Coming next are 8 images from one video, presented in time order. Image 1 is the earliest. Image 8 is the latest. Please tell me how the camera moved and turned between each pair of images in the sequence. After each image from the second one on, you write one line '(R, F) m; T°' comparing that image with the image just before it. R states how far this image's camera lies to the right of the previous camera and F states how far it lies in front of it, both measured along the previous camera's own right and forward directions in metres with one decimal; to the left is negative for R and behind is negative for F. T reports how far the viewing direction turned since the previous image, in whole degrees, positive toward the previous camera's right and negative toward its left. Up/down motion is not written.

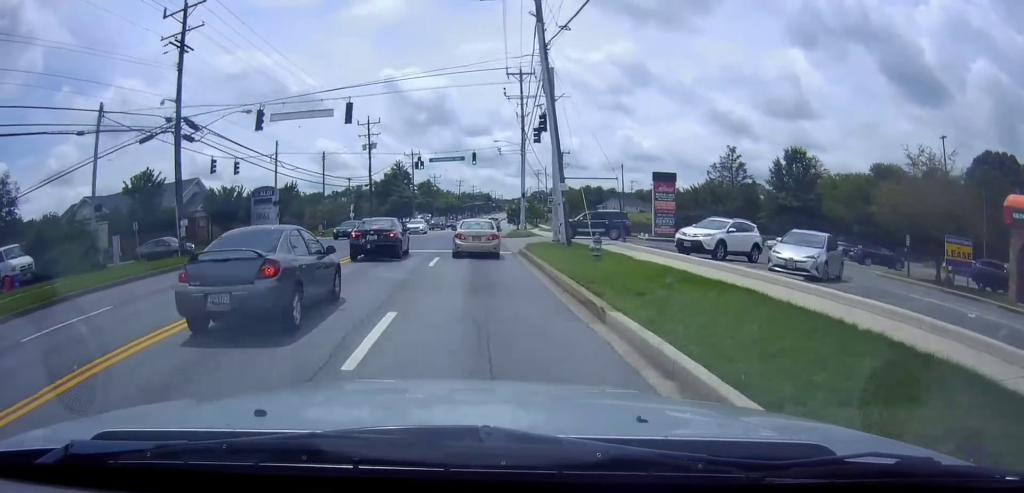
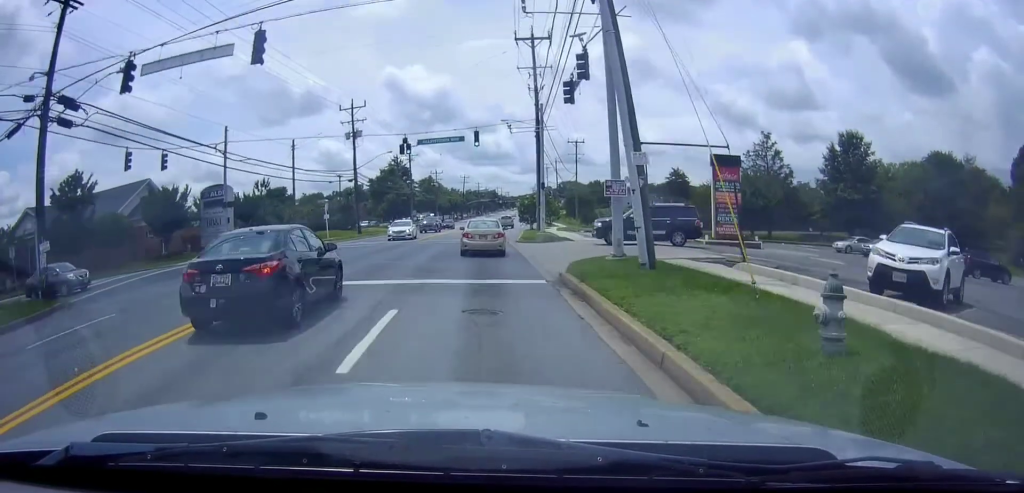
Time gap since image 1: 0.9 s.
(-0.1, +12.5) m; 0°
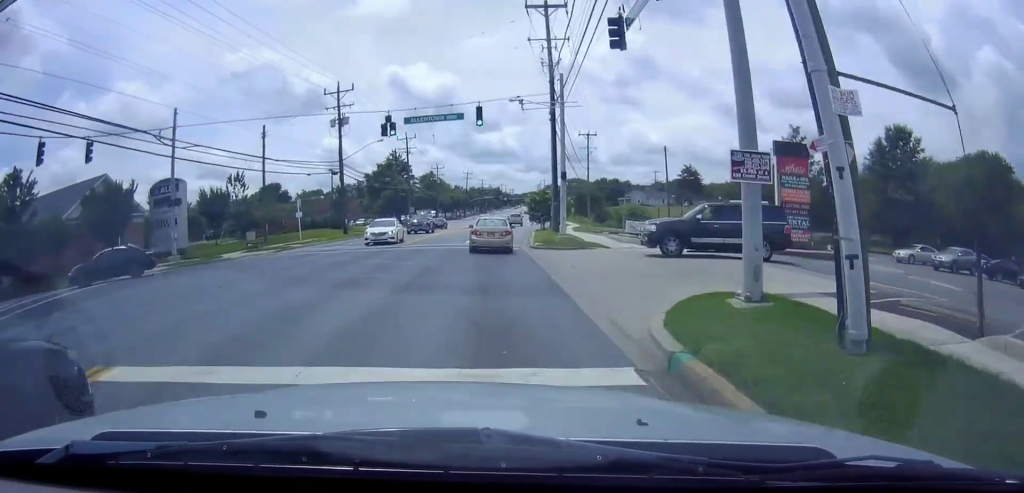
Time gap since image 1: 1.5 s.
(0.0, +8.6) m; 0°
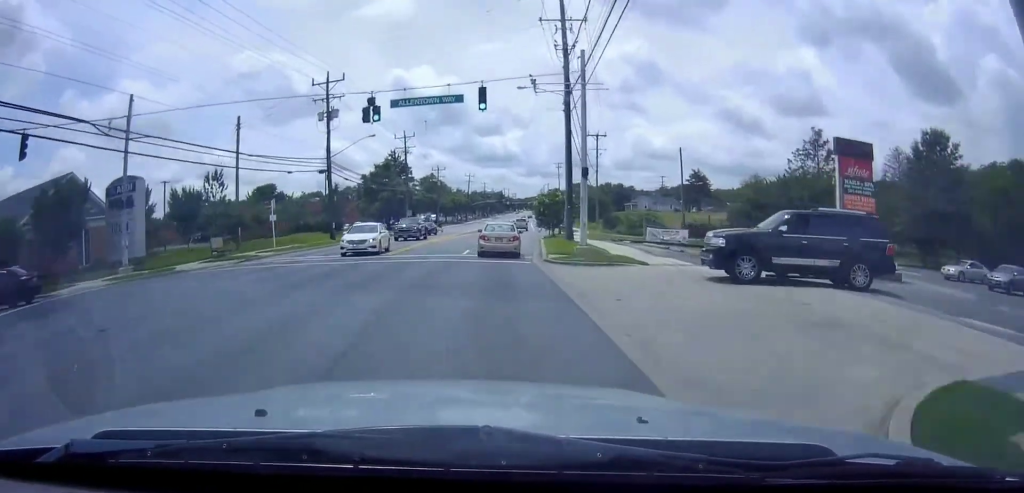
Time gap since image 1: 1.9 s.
(0.0, +5.8) m; 0°
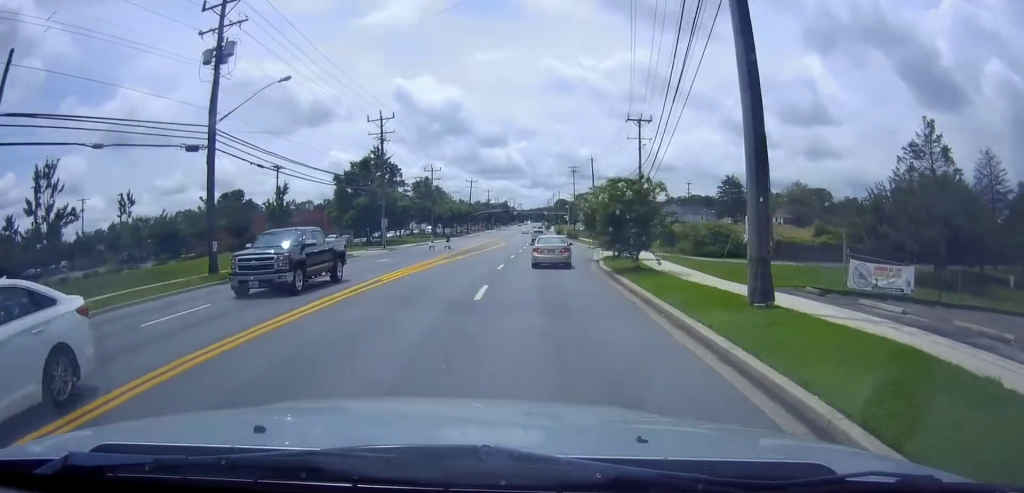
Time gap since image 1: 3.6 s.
(+0.1, +24.8) m; +2°
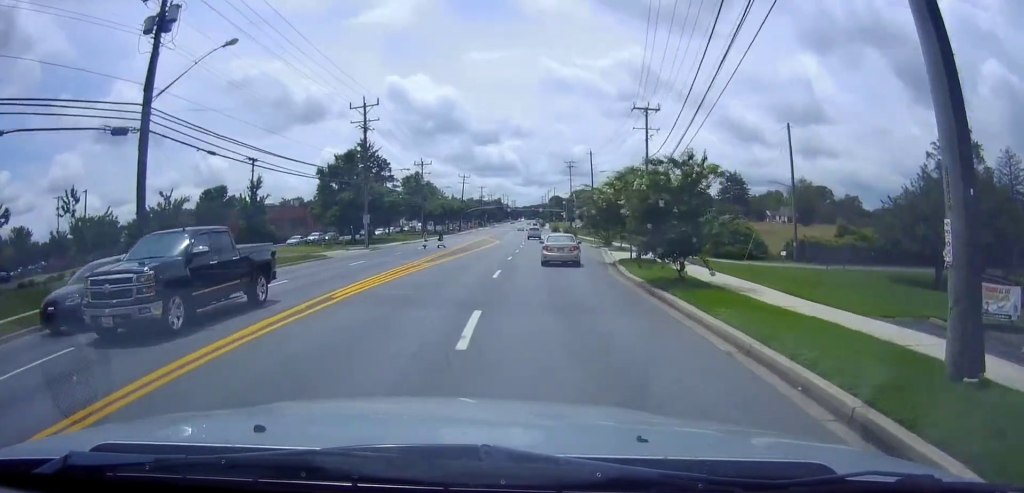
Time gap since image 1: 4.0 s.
(+0.1, +6.0) m; +1°
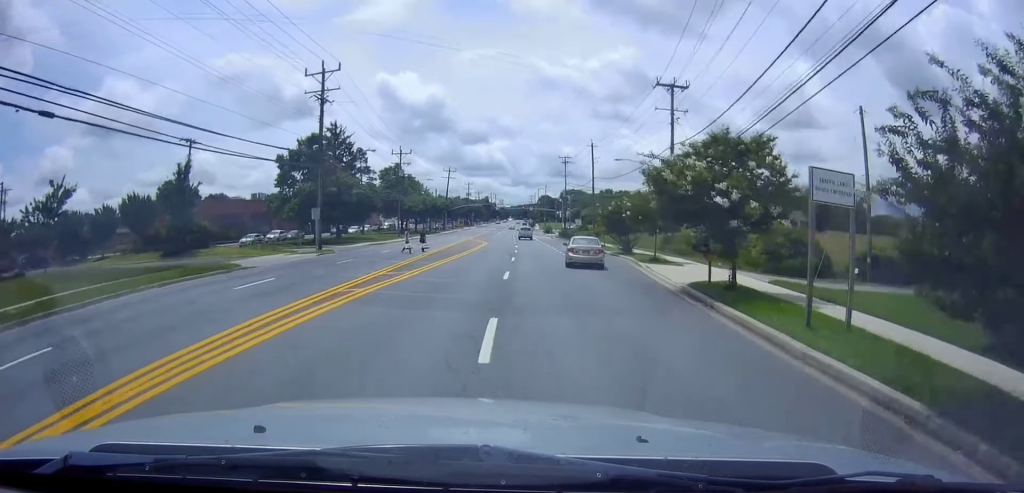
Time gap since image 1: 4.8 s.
(+0.2, +12.6) m; +1°
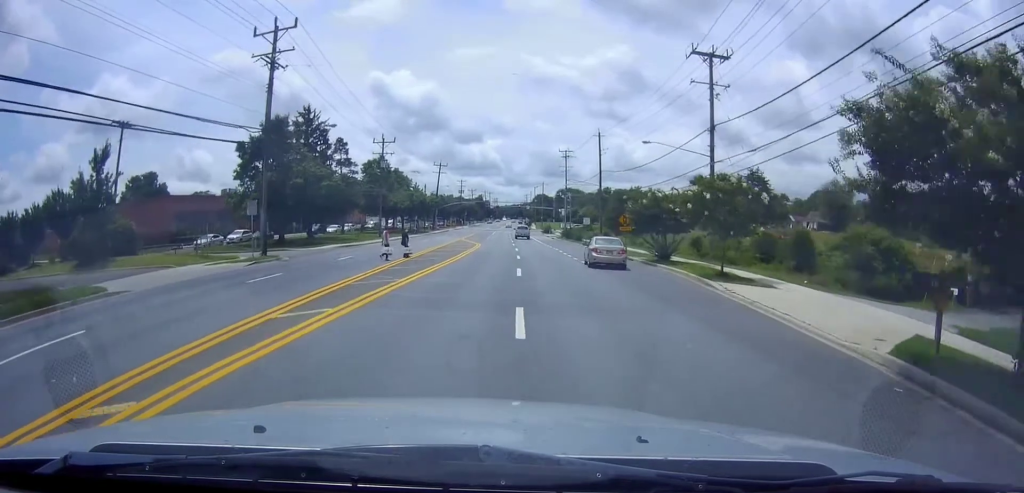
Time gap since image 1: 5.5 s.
(+0.2, +10.9) m; 0°
